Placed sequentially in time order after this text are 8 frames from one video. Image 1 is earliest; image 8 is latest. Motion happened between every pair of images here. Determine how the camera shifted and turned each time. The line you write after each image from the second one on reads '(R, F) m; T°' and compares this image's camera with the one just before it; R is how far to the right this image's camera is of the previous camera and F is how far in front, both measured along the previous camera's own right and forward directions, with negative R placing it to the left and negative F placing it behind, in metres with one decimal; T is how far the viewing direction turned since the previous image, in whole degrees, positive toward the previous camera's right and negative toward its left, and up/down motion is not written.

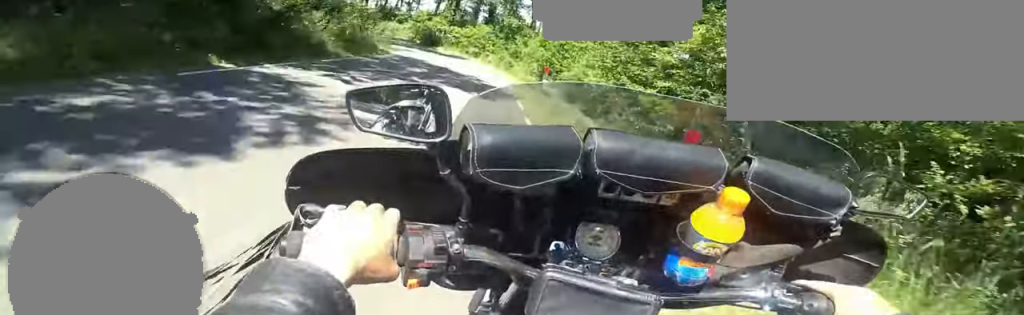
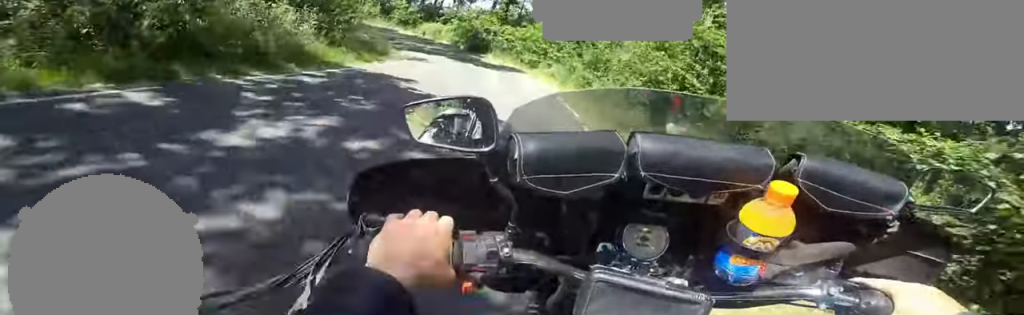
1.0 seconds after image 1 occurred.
(0.0, +9.0) m; -3°
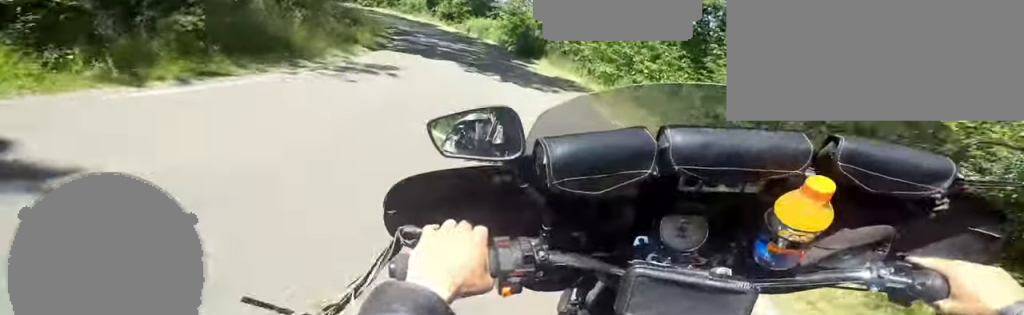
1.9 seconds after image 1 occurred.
(-0.2, +7.0) m; -9°
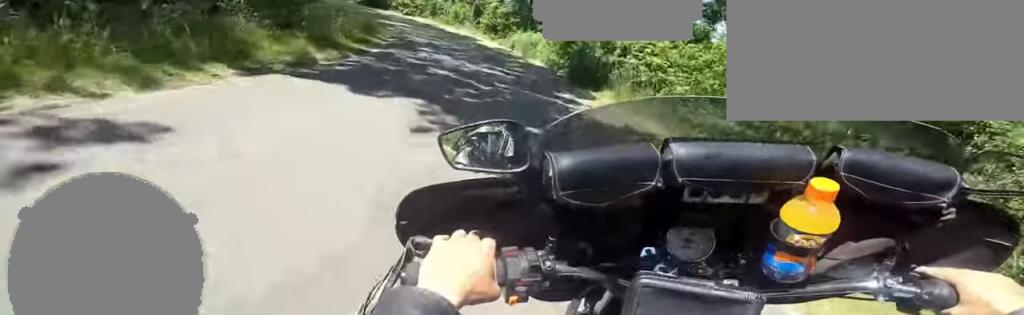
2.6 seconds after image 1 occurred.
(-0.6, +5.0) m; -9°
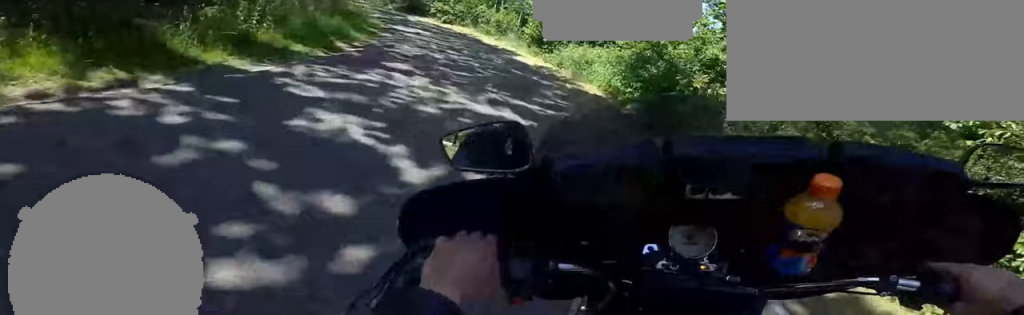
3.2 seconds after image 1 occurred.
(-0.3, +4.6) m; -8°
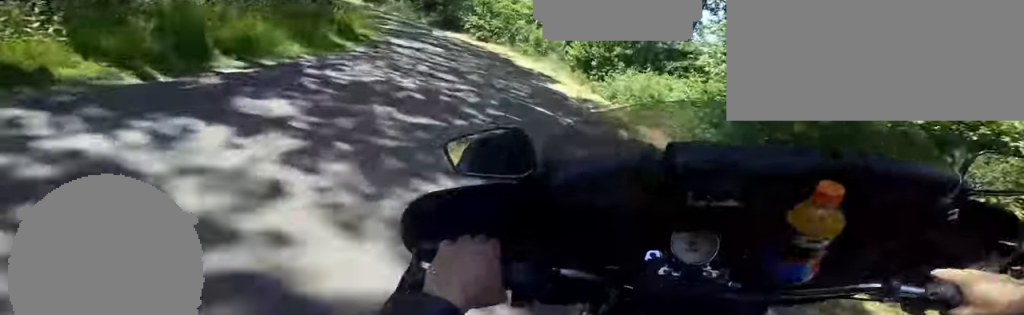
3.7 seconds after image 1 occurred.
(-0.1, +3.5) m; -7°
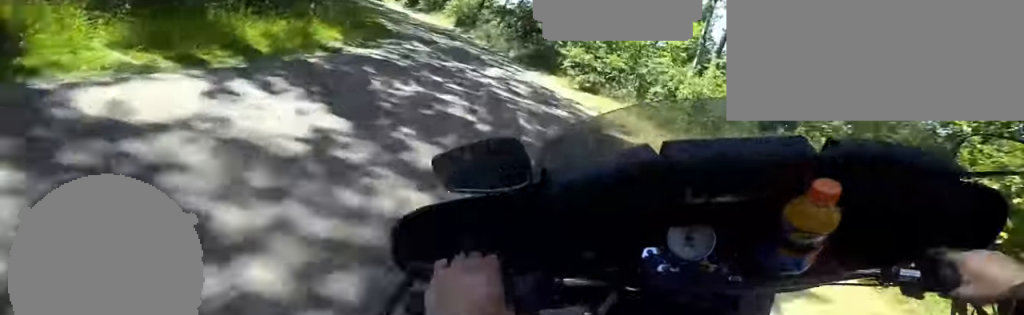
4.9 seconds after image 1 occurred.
(-1.1, +7.6) m; -21°
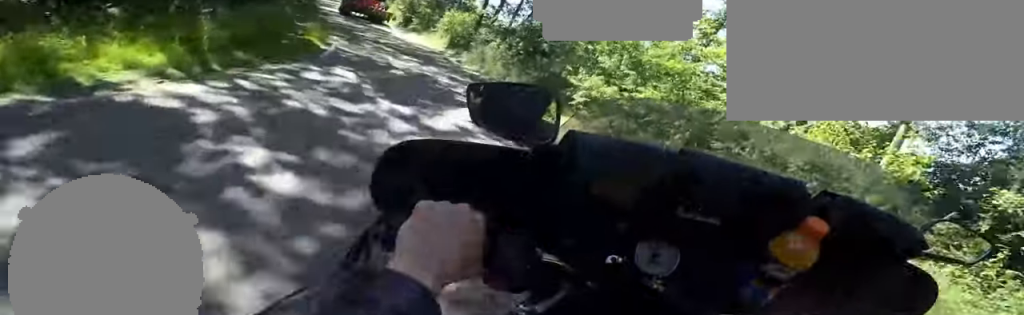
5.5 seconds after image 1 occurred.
(-0.5, +3.0) m; -2°
